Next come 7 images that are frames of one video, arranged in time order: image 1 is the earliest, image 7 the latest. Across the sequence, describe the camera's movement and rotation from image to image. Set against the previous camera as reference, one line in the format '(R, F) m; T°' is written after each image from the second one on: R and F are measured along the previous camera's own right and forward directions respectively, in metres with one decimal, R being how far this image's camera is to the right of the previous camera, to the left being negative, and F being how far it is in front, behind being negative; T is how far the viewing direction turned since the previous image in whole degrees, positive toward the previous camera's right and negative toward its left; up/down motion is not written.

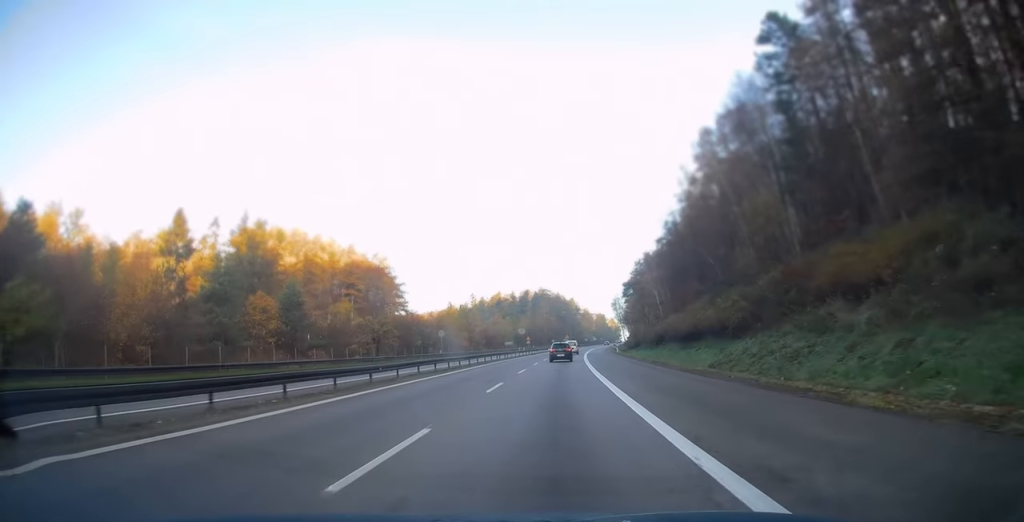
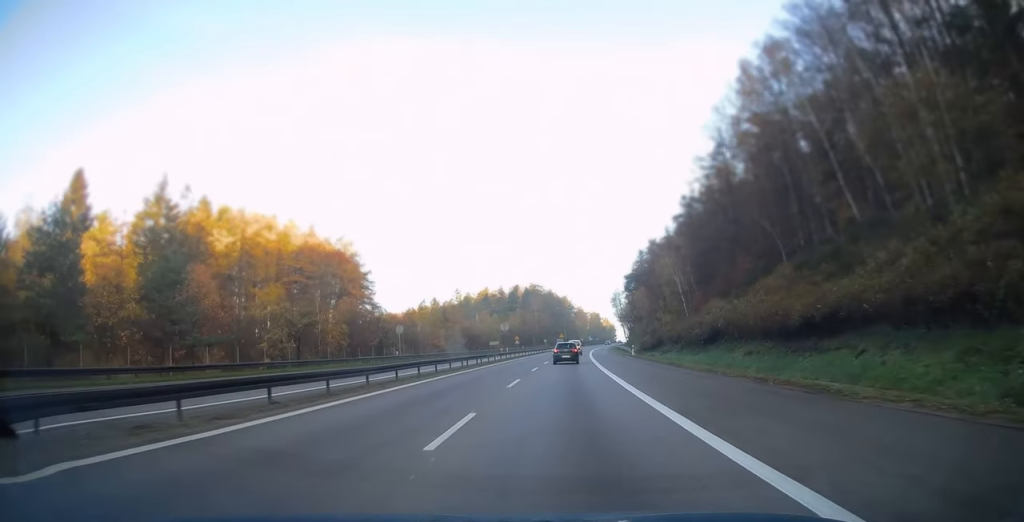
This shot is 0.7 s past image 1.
(+0.1, +21.8) m; +1°
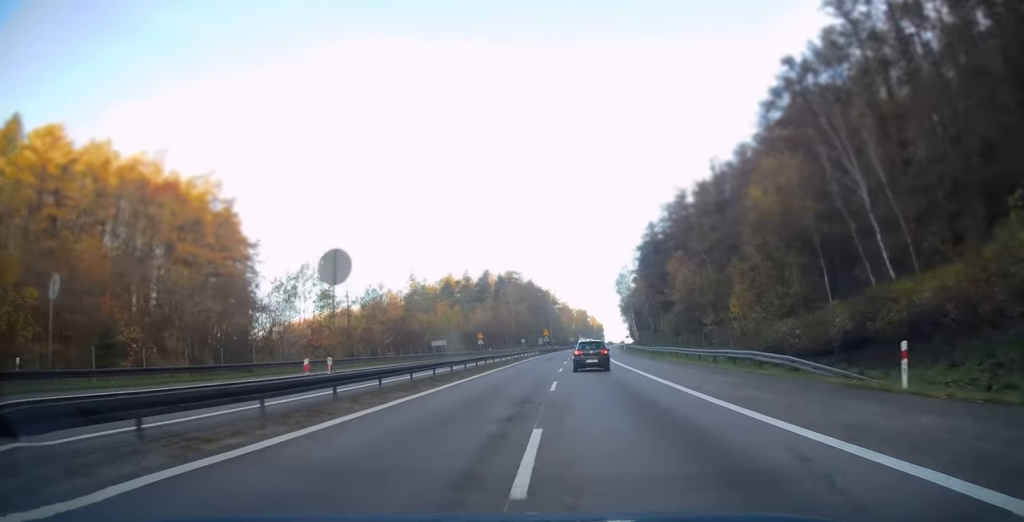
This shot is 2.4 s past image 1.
(+0.8, +50.4) m; +2°
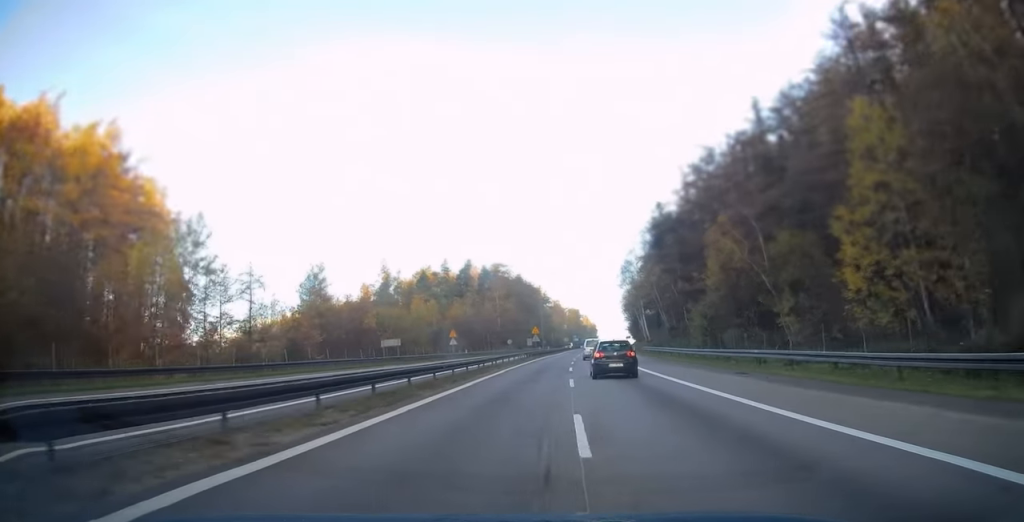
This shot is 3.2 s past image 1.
(+0.2, +22.3) m; +1°
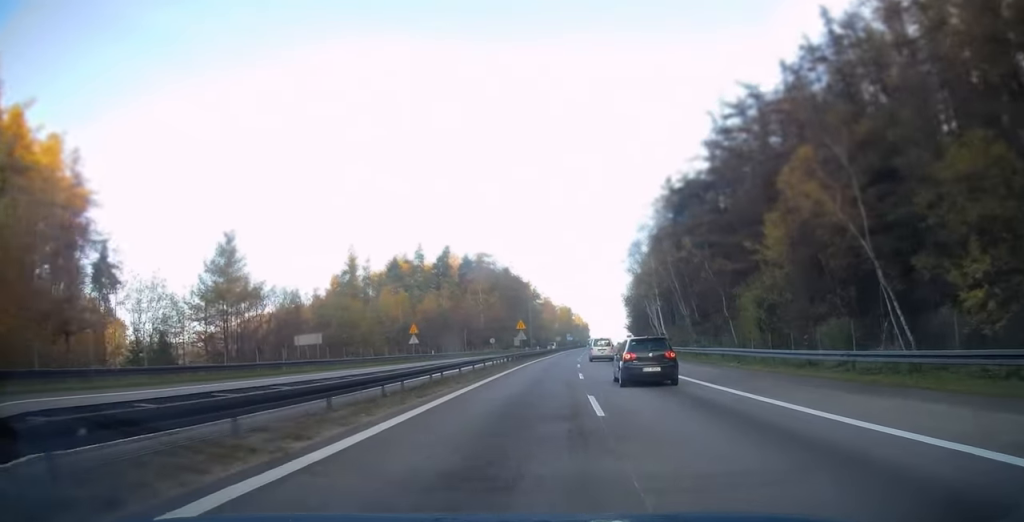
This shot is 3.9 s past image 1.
(+0.1, +20.3) m; +1°
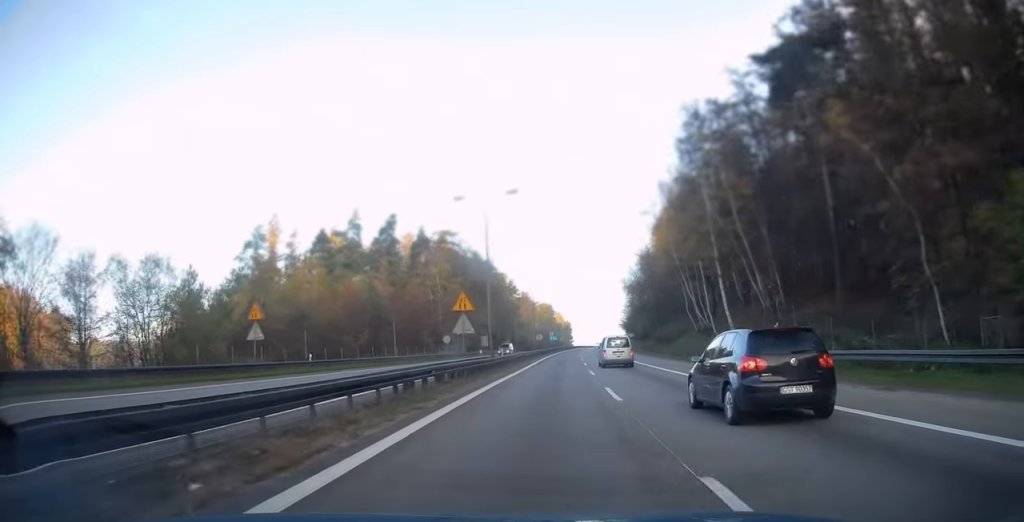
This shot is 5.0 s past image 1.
(+0.5, +33.8) m; +2°
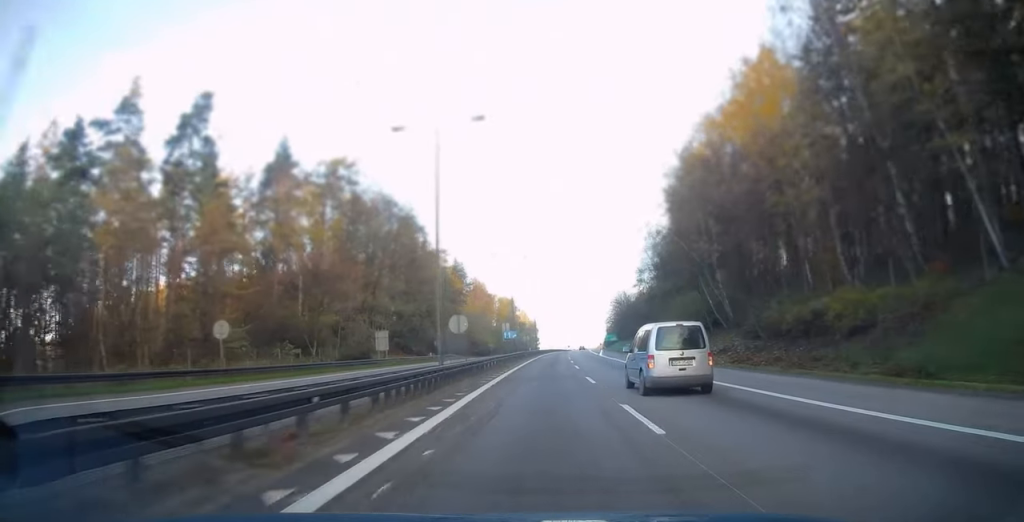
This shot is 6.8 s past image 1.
(+1.6, +53.5) m; +3°
